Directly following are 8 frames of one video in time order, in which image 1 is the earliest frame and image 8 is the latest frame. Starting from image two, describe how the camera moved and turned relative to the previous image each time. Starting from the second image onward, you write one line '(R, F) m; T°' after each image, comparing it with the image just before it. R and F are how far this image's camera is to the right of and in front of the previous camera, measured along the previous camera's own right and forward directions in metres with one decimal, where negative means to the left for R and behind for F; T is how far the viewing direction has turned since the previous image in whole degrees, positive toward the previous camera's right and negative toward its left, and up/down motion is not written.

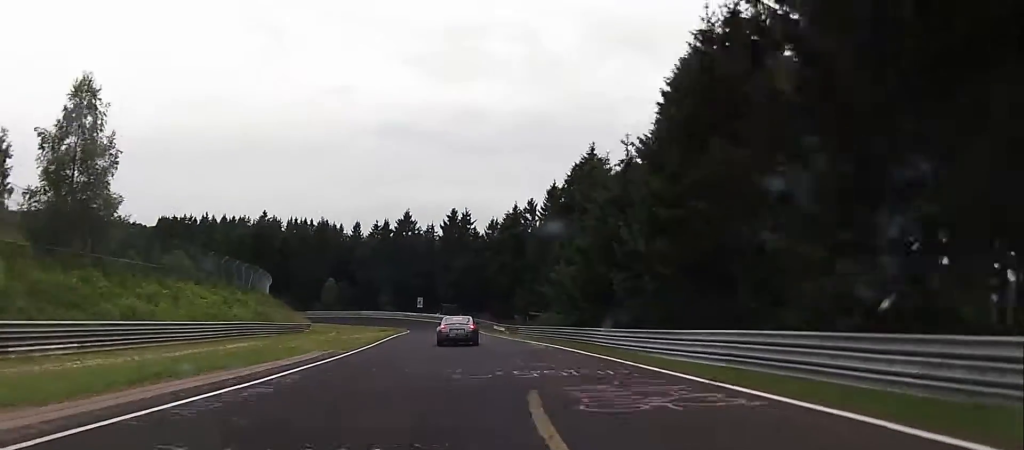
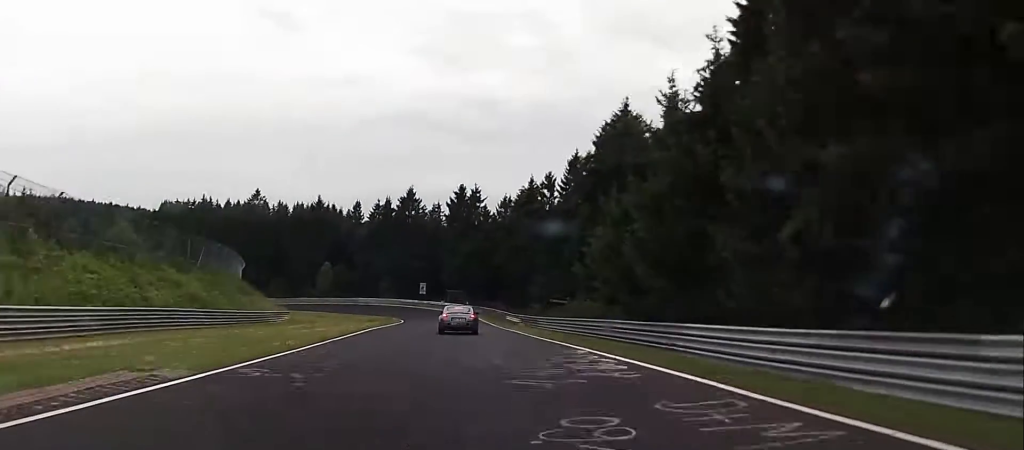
(+0.3, +14.3) m; -1°
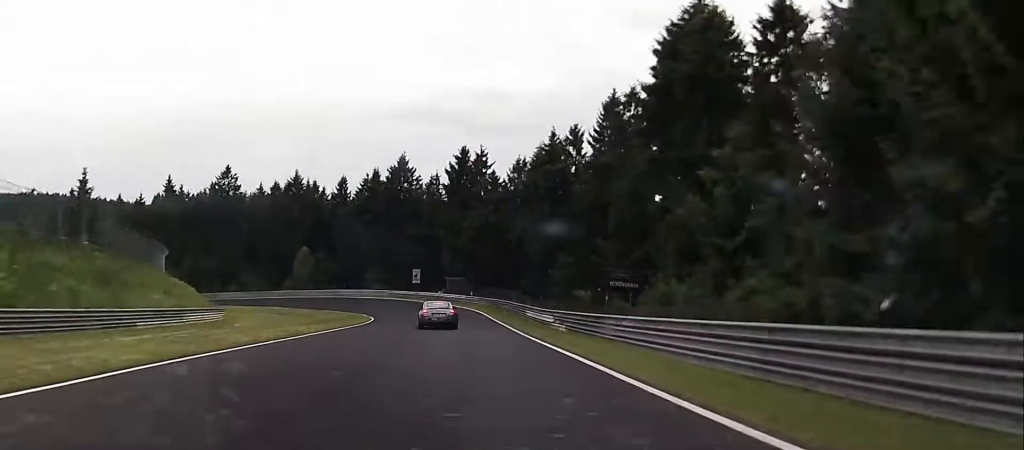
(-0.8, +23.5) m; -3°
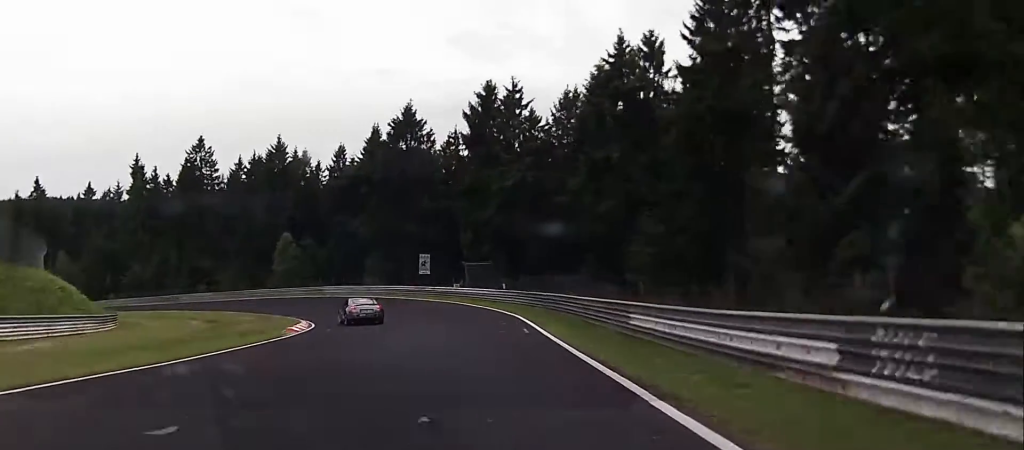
(-1.2, +27.9) m; -7°
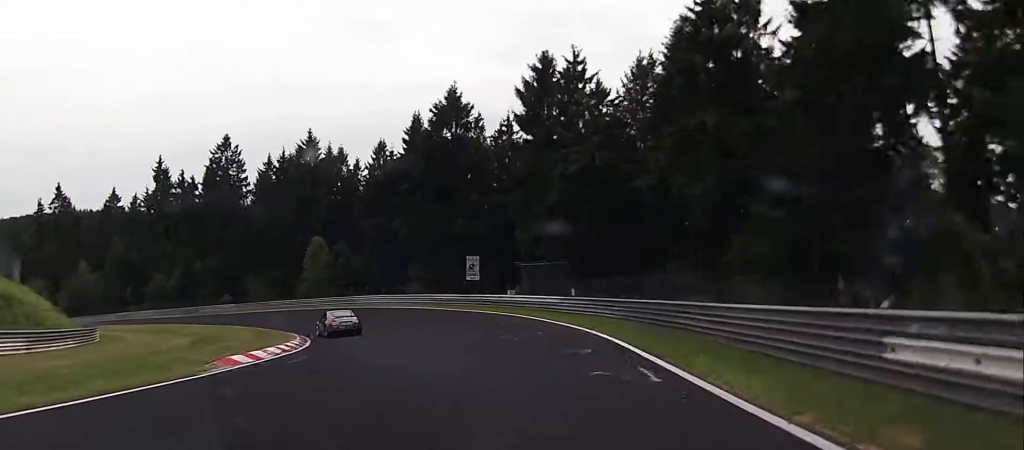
(+0.2, +12.5) m; -4°
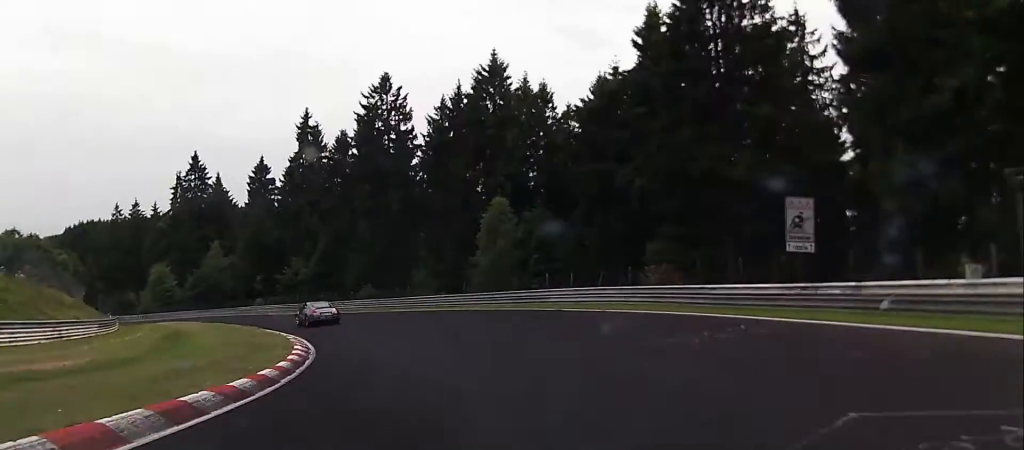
(-4.6, +30.1) m; -20°
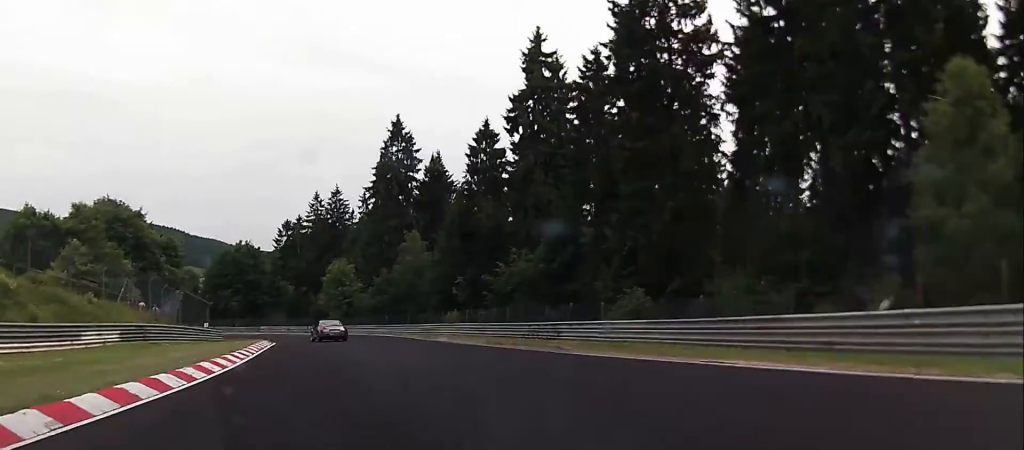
(-7.2, +32.0) m; -23°
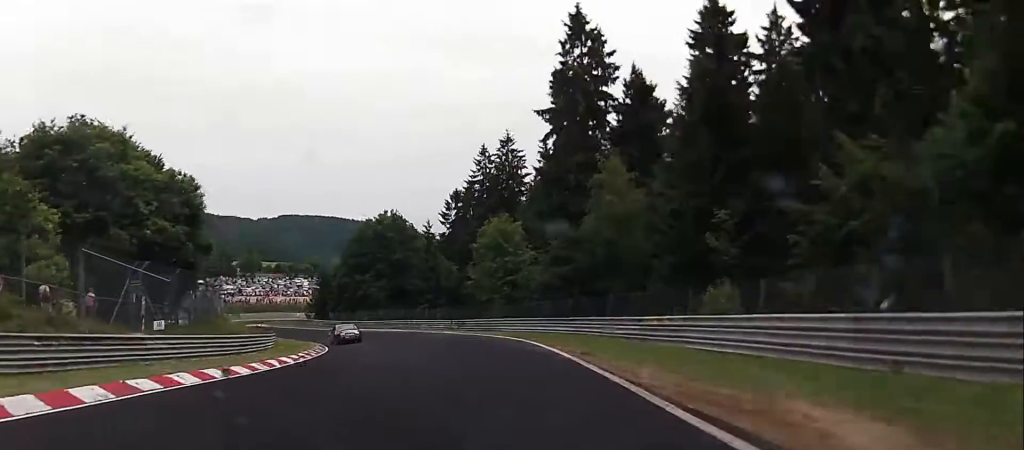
(-5.5, +31.6) m; -18°
